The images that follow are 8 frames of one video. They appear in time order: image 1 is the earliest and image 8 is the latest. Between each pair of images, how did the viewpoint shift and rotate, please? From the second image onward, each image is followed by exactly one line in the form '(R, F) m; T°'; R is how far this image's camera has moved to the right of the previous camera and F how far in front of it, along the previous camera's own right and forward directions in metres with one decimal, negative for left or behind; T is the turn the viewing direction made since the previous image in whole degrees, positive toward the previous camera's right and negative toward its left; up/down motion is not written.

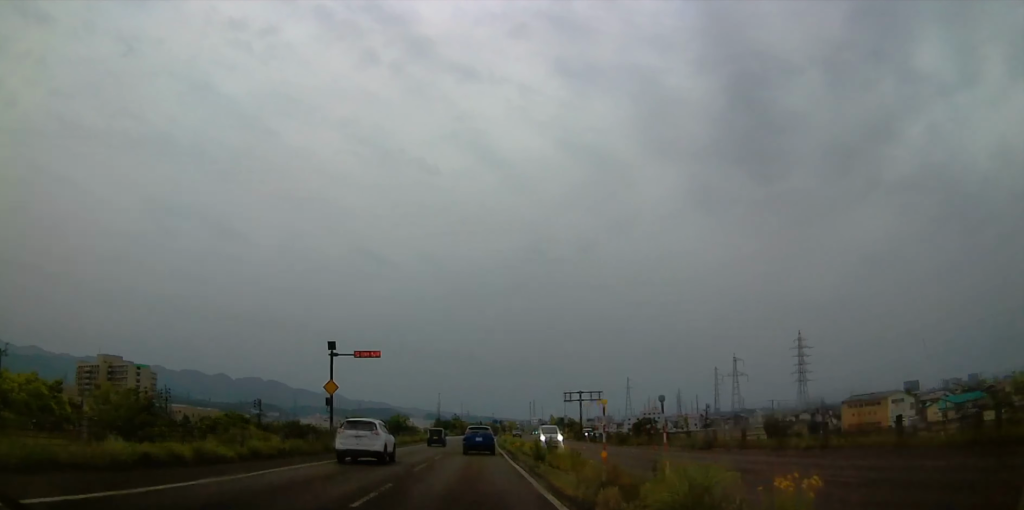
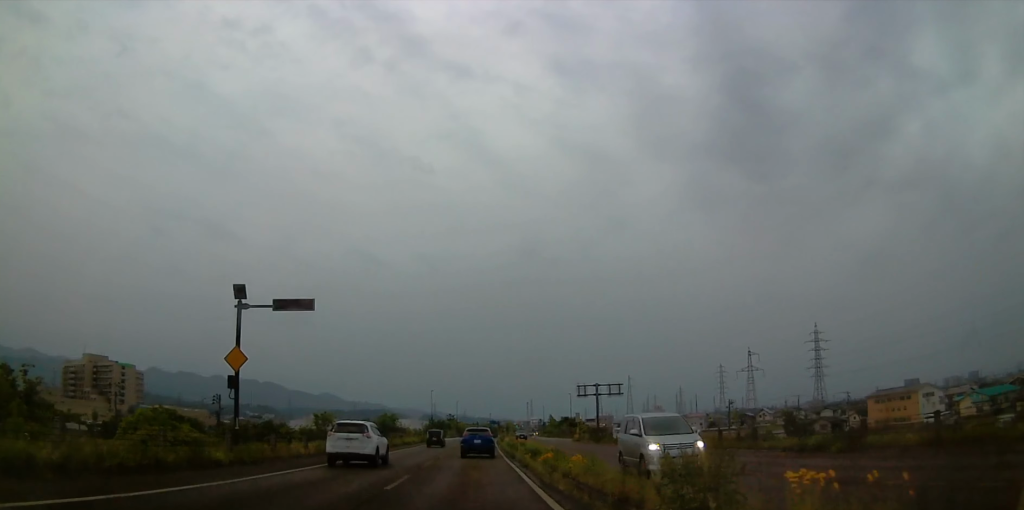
(+0.1, +16.2) m; 0°
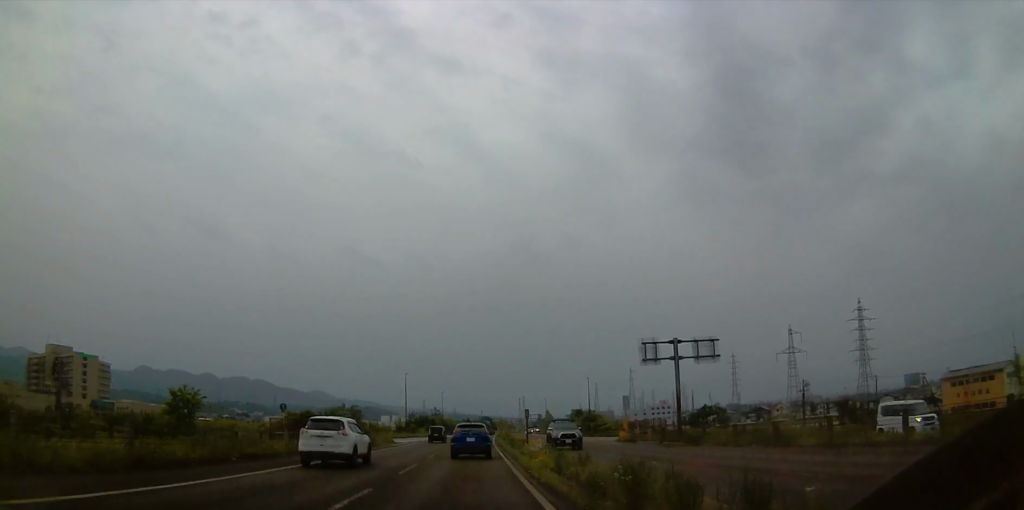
(0.0, +35.5) m; -1°
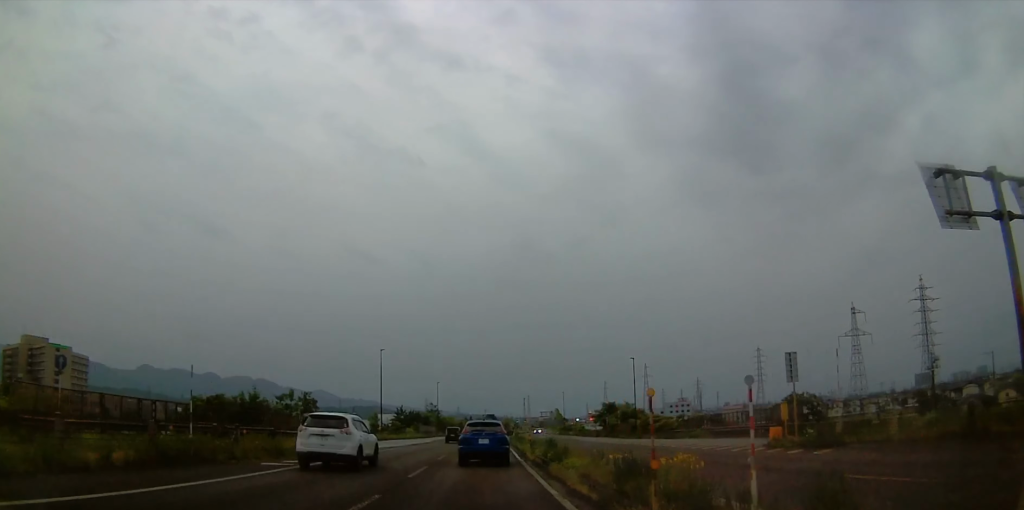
(-0.1, +31.3) m; 0°
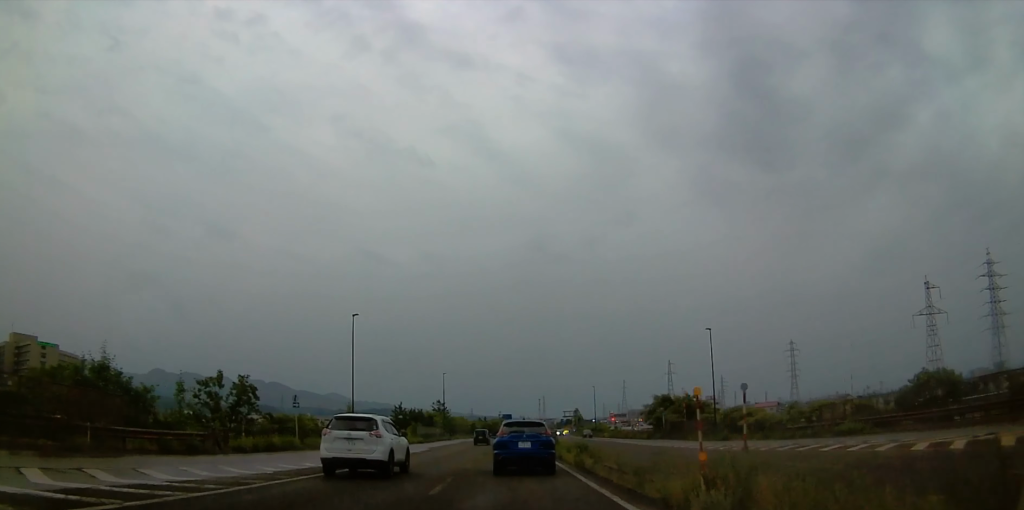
(+0.1, +24.7) m; 0°
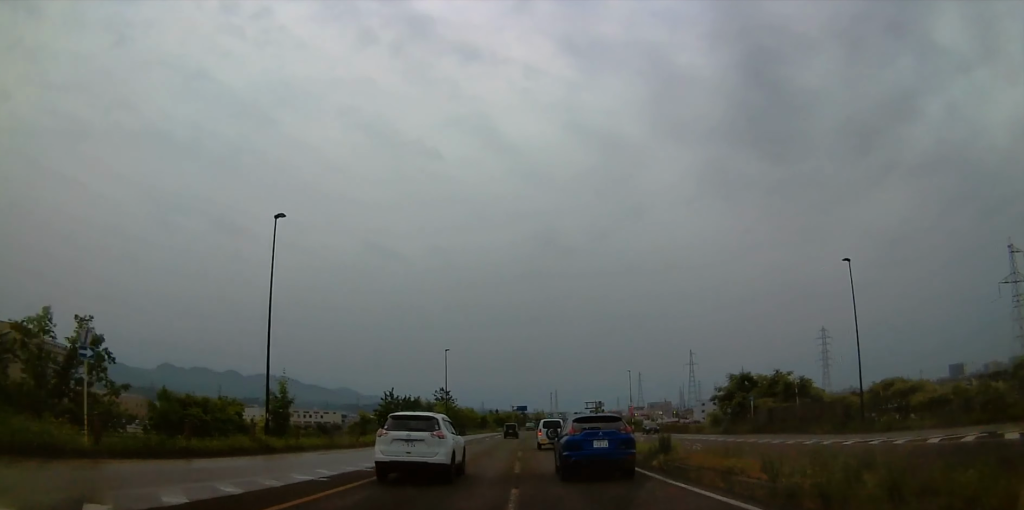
(0.0, +24.0) m; -1°
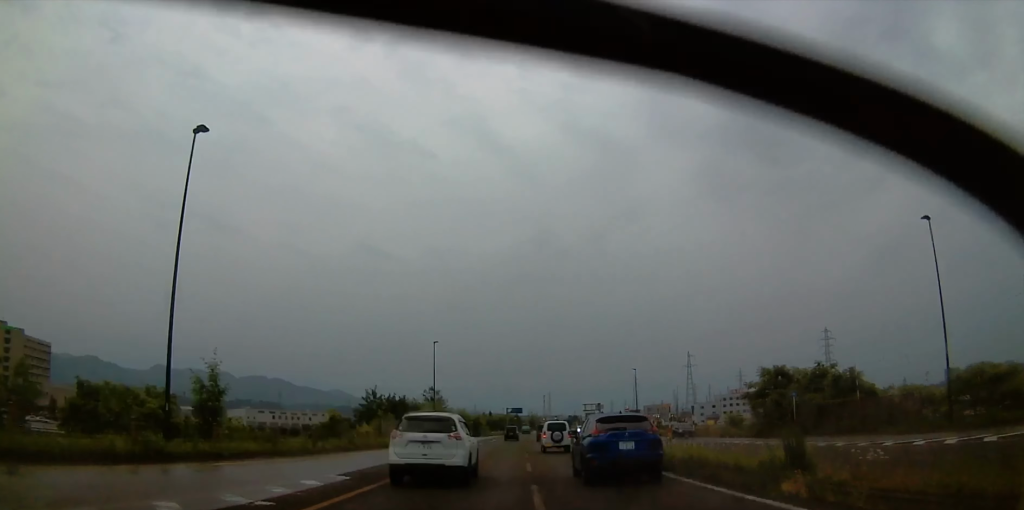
(-0.1, +9.9) m; 0°
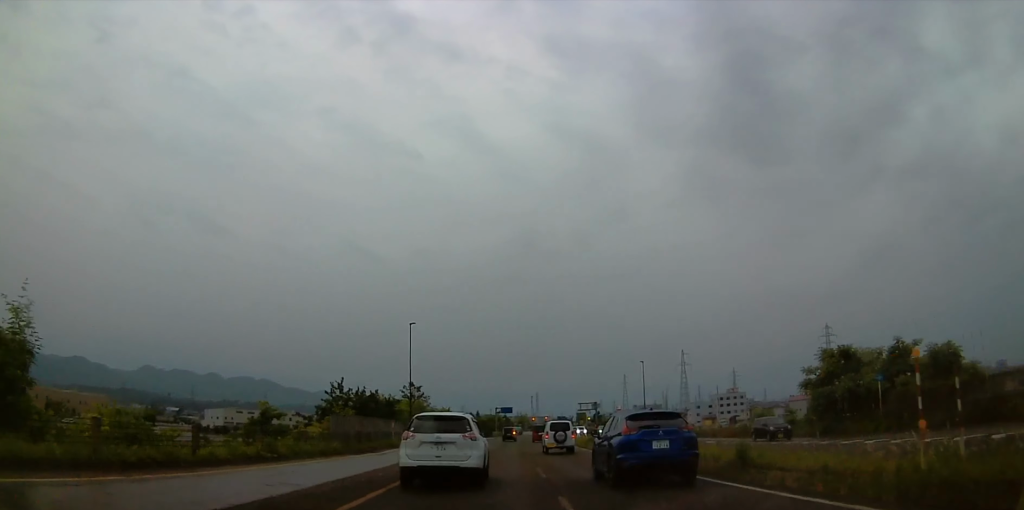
(-0.1, +12.4) m; 0°
